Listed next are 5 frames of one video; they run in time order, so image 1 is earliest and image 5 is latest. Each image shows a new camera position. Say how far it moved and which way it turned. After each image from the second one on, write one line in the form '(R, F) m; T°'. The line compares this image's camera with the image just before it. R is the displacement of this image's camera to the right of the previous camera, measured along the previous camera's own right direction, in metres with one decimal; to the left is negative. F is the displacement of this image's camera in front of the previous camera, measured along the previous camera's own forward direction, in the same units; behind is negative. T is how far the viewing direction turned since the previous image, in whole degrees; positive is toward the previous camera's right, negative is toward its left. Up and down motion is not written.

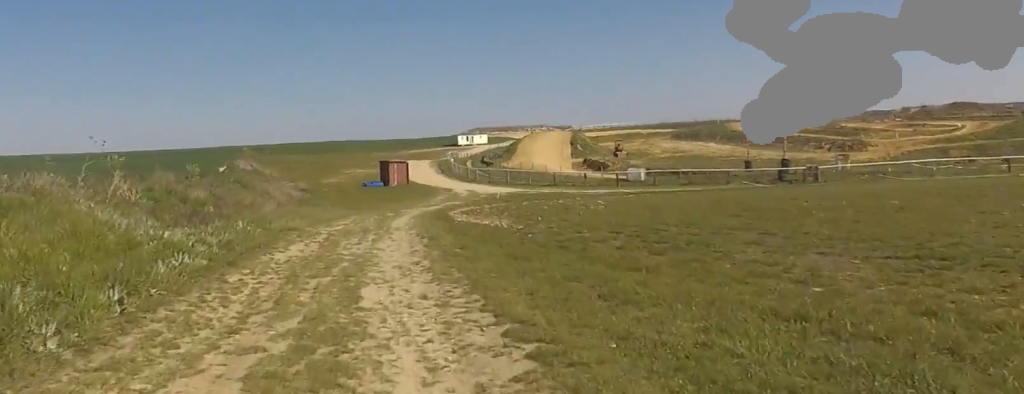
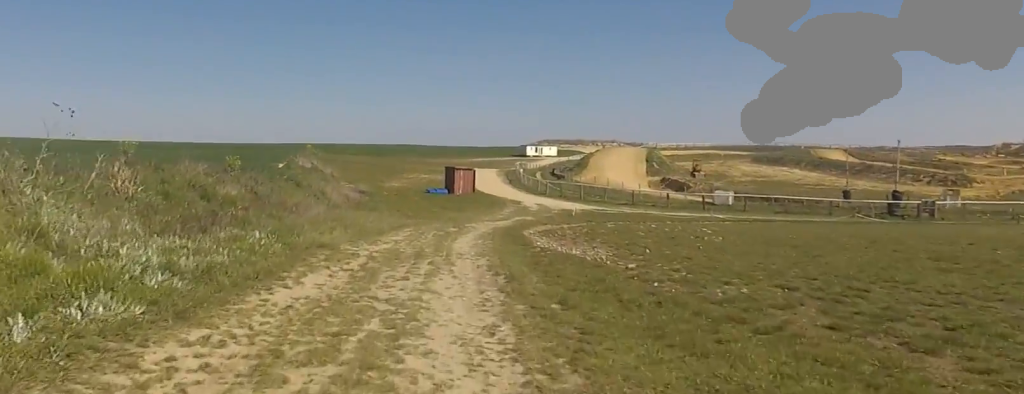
(-0.2, +3.8) m; +3°
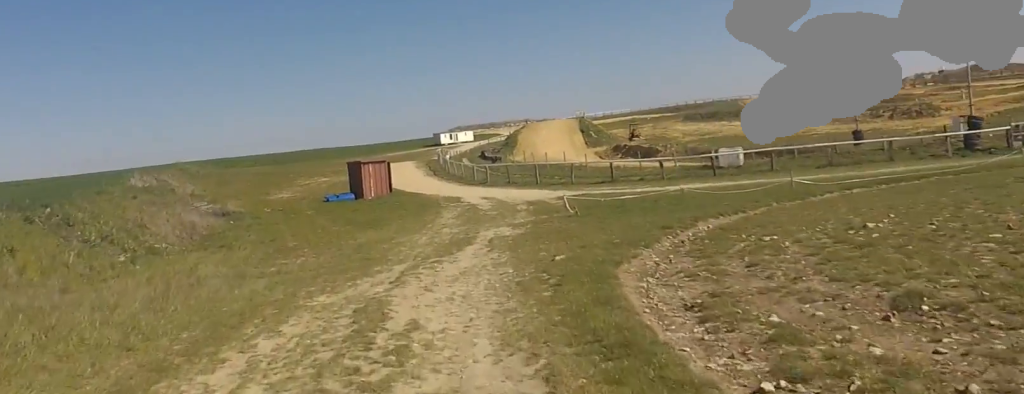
(+2.6, +15.9) m; +8°
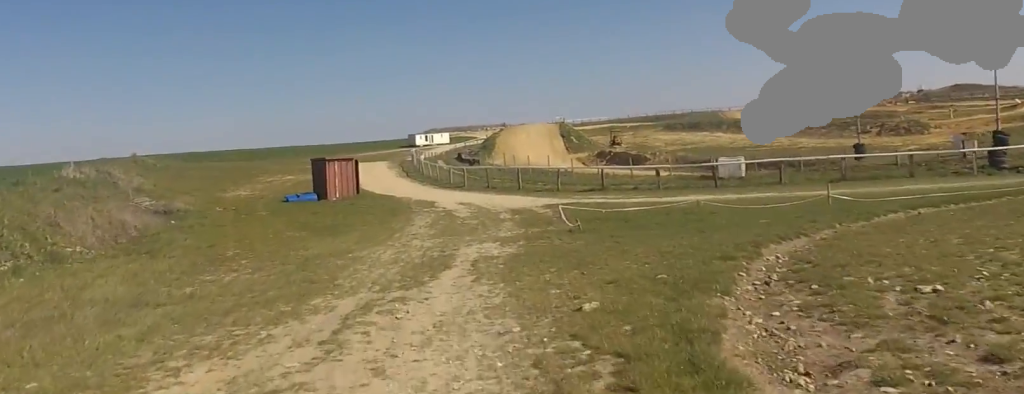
(+0.1, +3.8) m; -1°
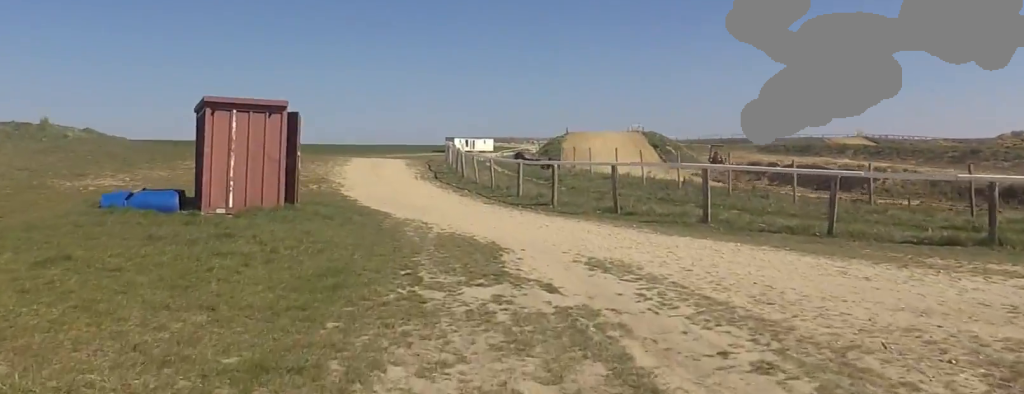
(-0.3, +22.6) m; -2°
